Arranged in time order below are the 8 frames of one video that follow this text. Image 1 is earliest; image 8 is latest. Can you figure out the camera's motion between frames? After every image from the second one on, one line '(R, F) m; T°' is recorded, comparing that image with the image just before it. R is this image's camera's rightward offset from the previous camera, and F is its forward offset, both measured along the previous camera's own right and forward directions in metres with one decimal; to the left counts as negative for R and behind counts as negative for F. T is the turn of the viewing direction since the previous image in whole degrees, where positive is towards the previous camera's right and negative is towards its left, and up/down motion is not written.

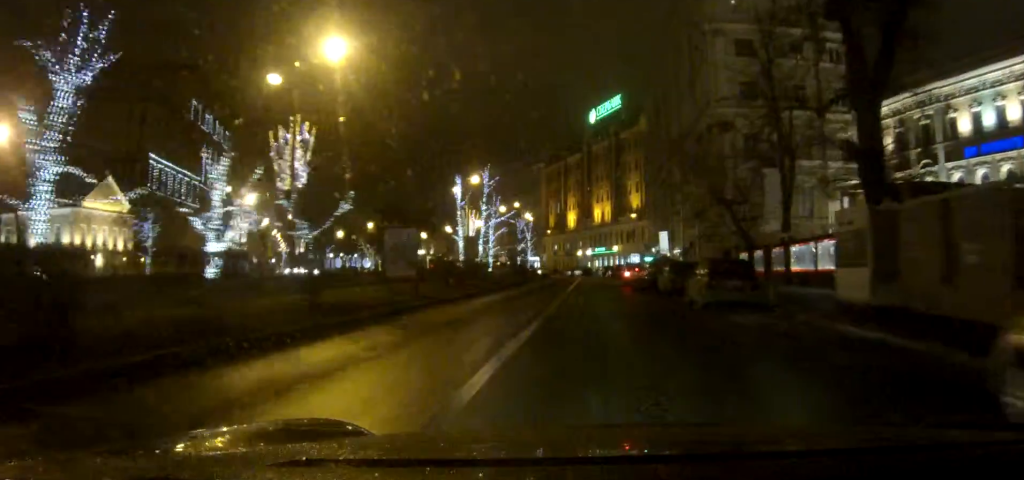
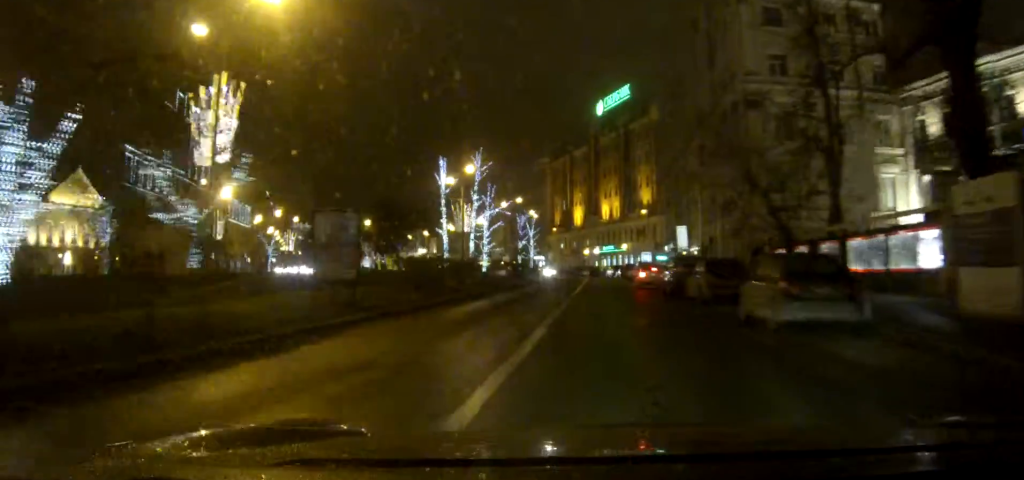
(0.0, +7.0) m; 0°
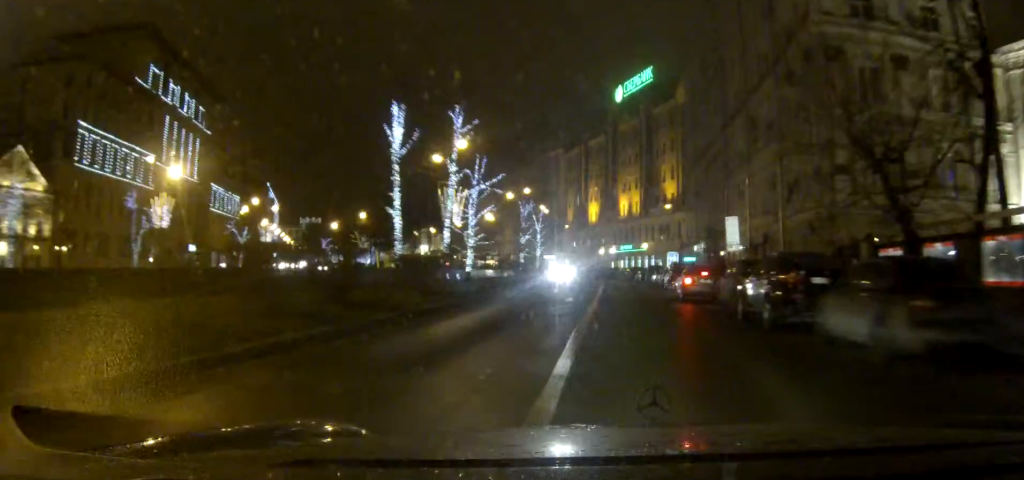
(0.0, +12.5) m; 0°
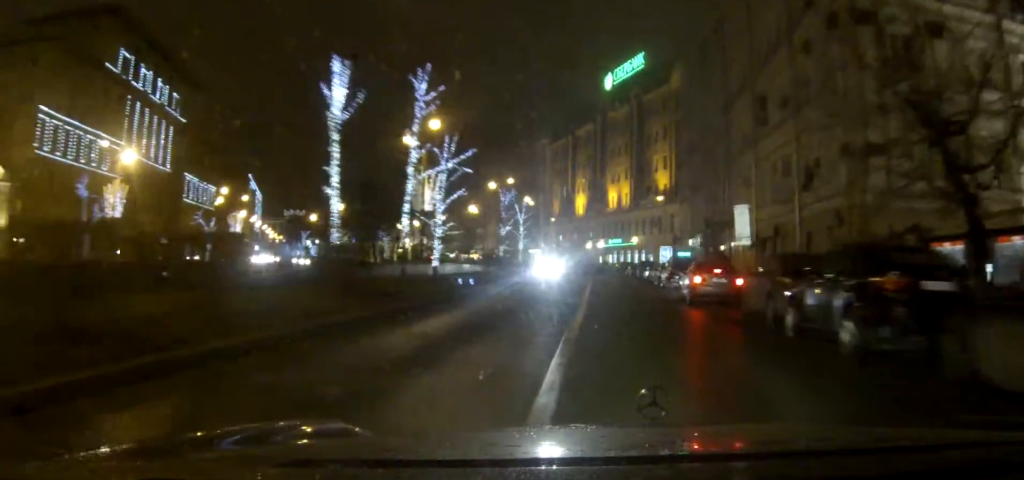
(0.0, +5.3) m; 0°
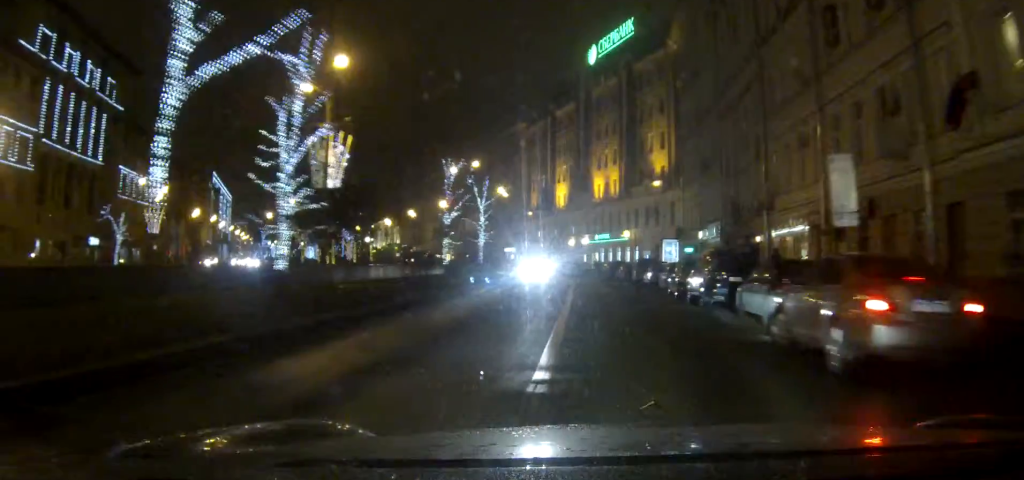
(+0.2, +15.8) m; +1°
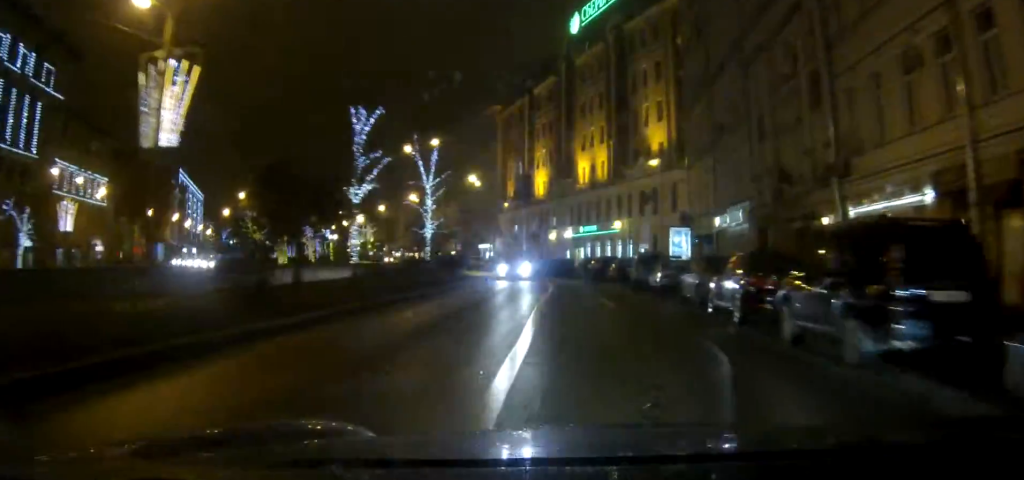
(+0.1, +12.9) m; +1°
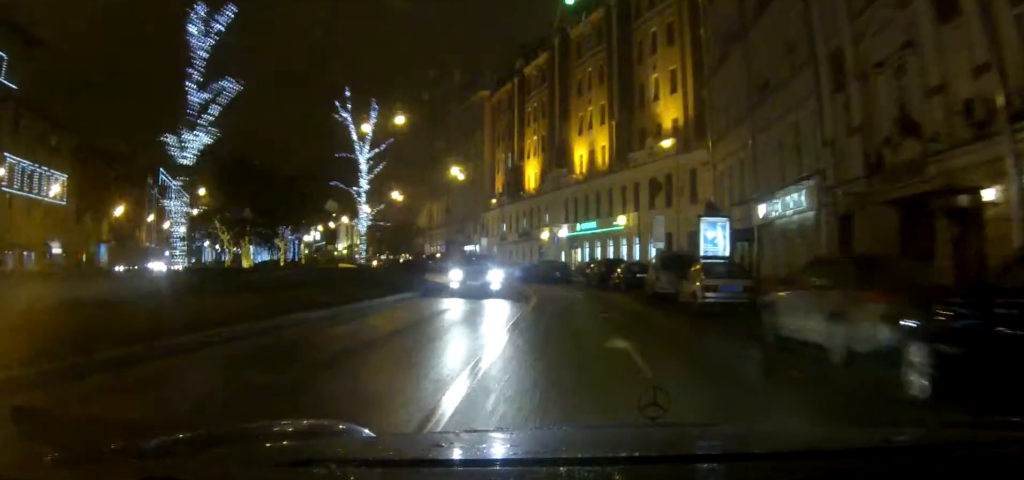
(0.0, +11.1) m; 0°
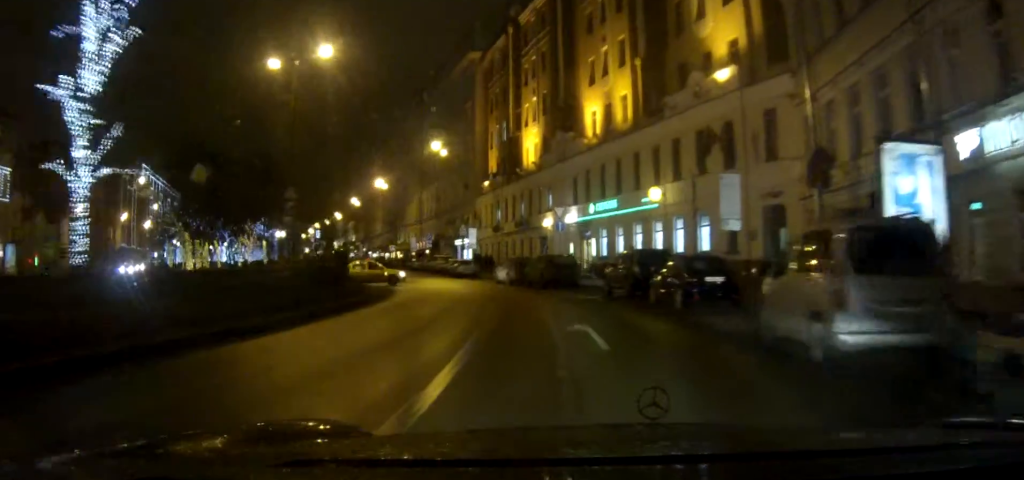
(0.0, +17.0) m; -1°
